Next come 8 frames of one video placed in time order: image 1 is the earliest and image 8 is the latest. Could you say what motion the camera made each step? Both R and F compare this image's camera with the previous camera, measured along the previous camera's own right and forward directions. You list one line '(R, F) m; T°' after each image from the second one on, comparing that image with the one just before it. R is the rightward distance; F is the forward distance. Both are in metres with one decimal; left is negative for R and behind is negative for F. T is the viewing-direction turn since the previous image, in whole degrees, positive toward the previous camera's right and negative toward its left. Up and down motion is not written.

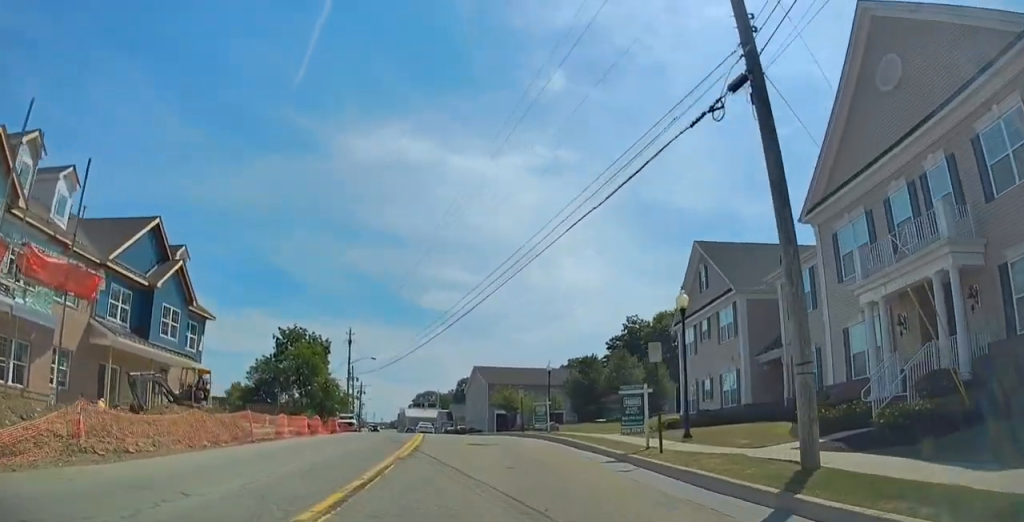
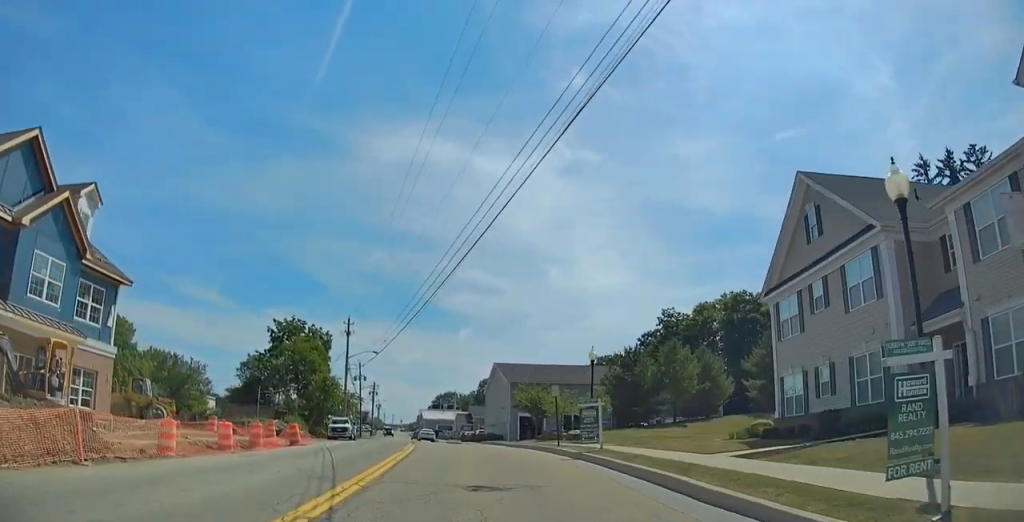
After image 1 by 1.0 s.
(+0.1, +11.4) m; +1°
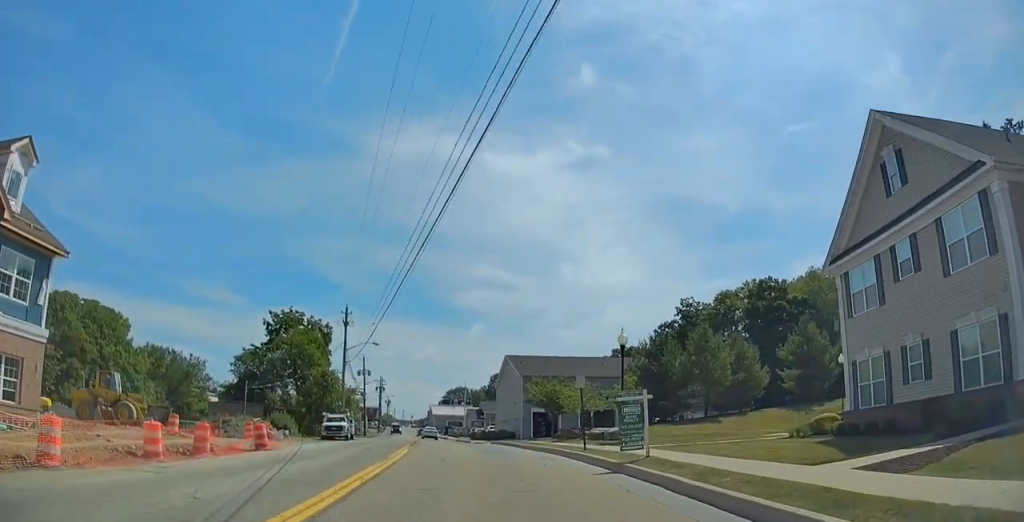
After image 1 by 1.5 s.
(0.0, +5.6) m; -1°
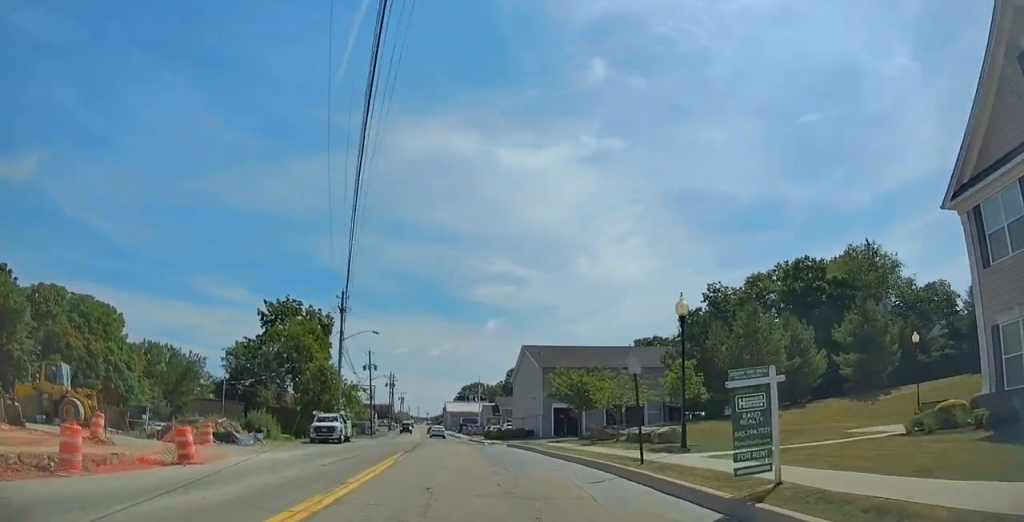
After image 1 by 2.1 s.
(0.0, +7.0) m; -1°
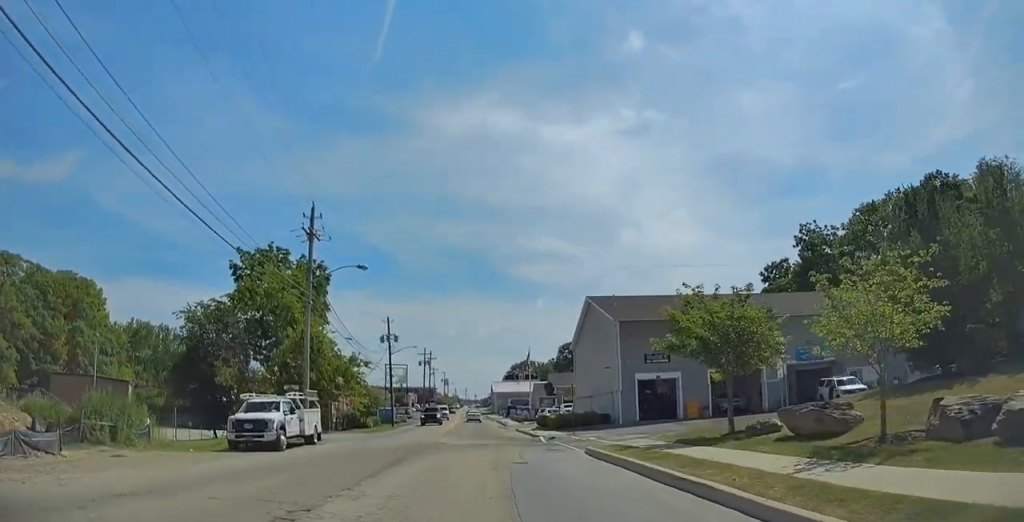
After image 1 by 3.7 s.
(-0.8, +19.4) m; -5°
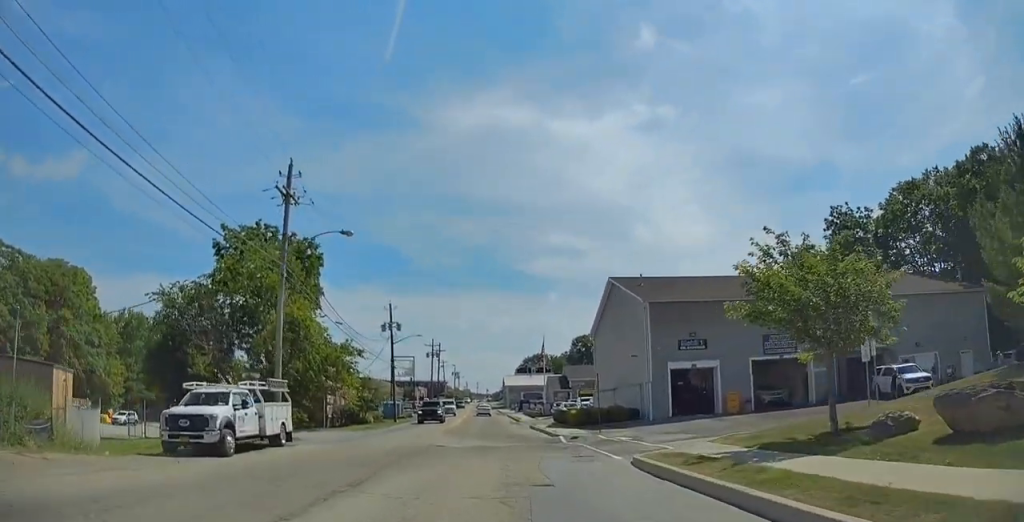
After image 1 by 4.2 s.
(-0.1, +6.0) m; -2°
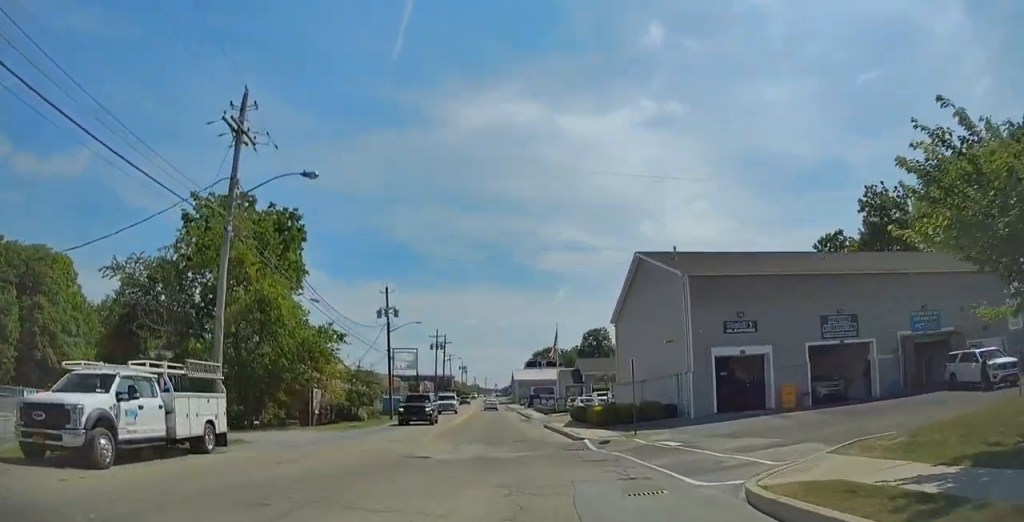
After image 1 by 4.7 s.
(-0.2, +6.5) m; -2°
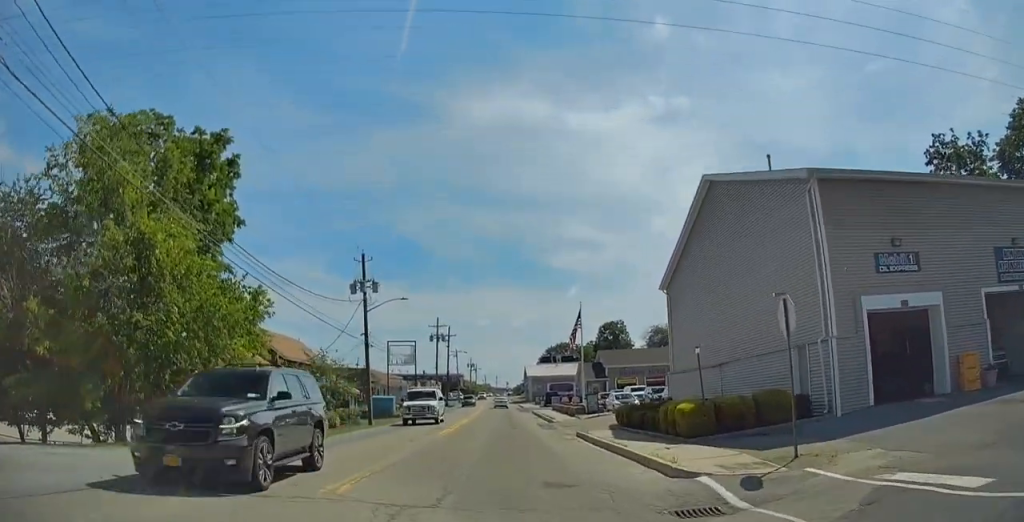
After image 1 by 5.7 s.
(-0.3, +13.3) m; -1°
